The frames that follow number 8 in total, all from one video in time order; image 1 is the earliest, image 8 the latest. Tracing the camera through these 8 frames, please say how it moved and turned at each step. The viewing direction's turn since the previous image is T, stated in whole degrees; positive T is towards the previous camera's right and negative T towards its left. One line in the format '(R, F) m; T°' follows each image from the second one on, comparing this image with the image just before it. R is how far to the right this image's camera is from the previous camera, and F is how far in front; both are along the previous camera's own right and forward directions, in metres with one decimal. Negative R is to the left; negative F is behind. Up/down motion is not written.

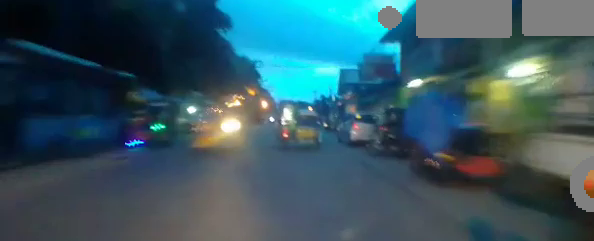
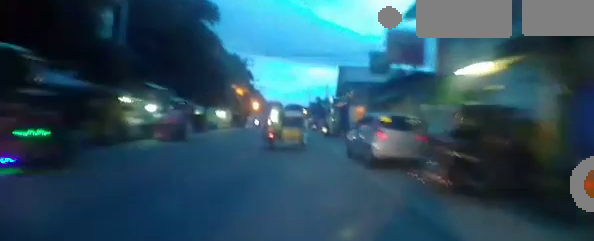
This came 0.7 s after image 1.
(-0.1, +5.3) m; -3°
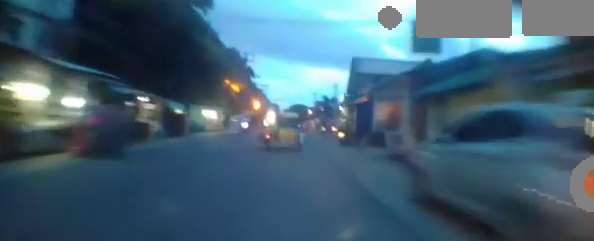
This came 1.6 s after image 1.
(-0.2, +6.1) m; -3°
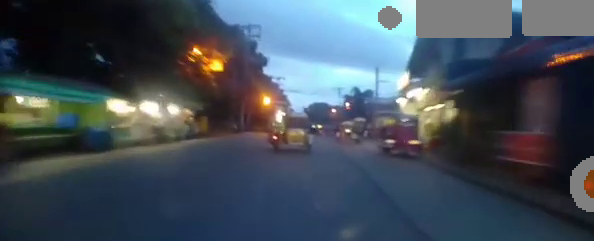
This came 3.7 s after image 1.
(-0.2, +15.4) m; -5°
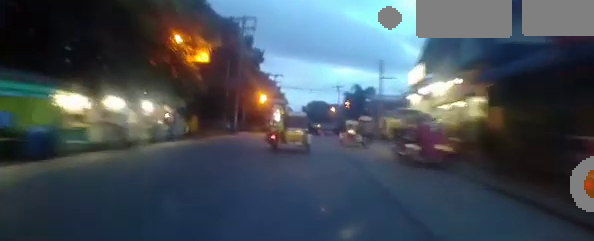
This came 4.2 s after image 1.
(-0.3, +3.5) m; -2°
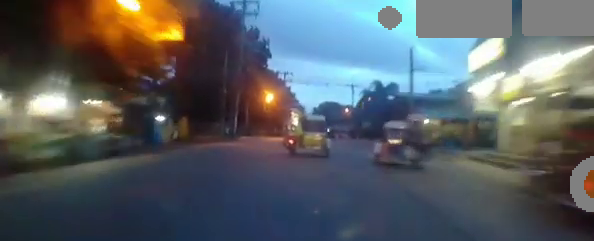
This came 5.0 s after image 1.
(-0.3, +6.0) m; -1°
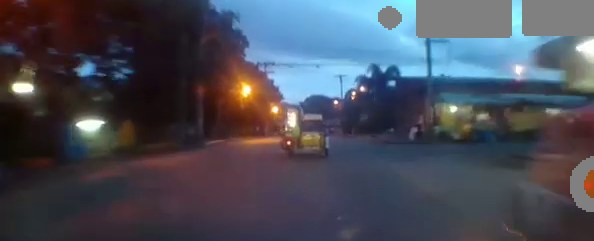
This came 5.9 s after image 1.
(+0.2, +6.1) m; +4°
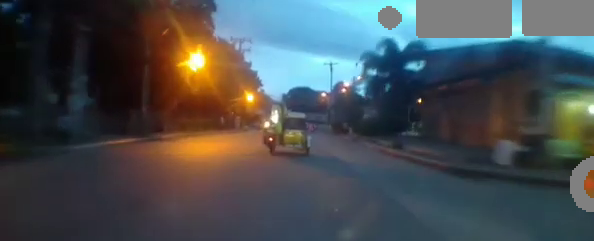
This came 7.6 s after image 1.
(+0.9, +10.9) m; +7°
